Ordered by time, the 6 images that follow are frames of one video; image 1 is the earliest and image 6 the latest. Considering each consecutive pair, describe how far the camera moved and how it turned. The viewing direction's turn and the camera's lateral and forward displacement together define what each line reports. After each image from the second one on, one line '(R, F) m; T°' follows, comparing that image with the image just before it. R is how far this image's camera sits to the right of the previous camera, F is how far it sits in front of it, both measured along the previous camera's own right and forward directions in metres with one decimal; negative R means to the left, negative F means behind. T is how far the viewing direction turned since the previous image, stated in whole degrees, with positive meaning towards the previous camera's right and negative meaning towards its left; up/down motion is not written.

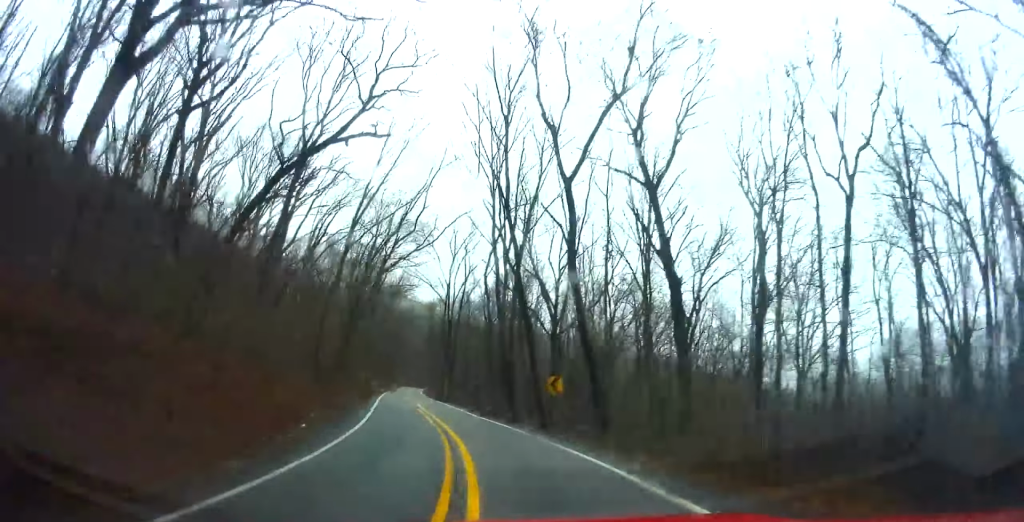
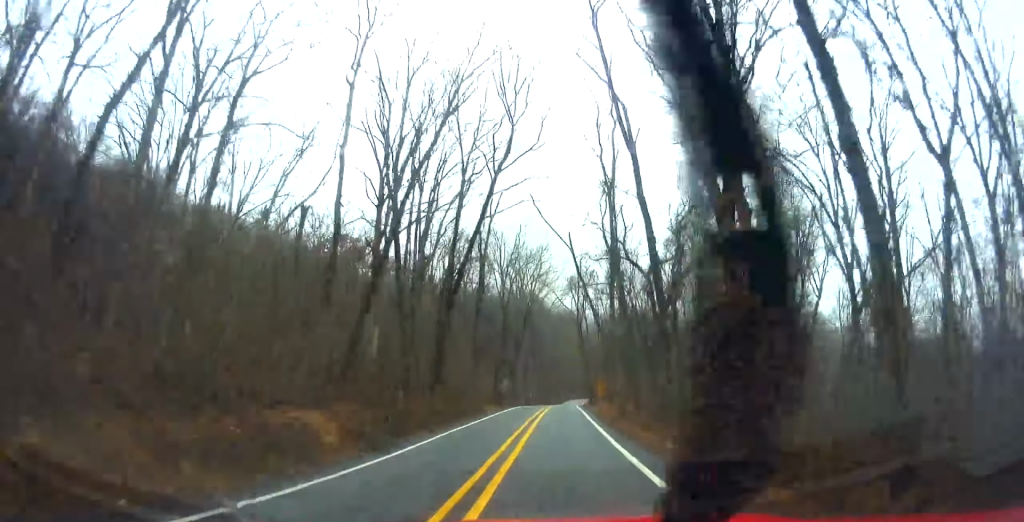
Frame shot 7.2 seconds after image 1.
(-37.8, +124.7) m; -23°
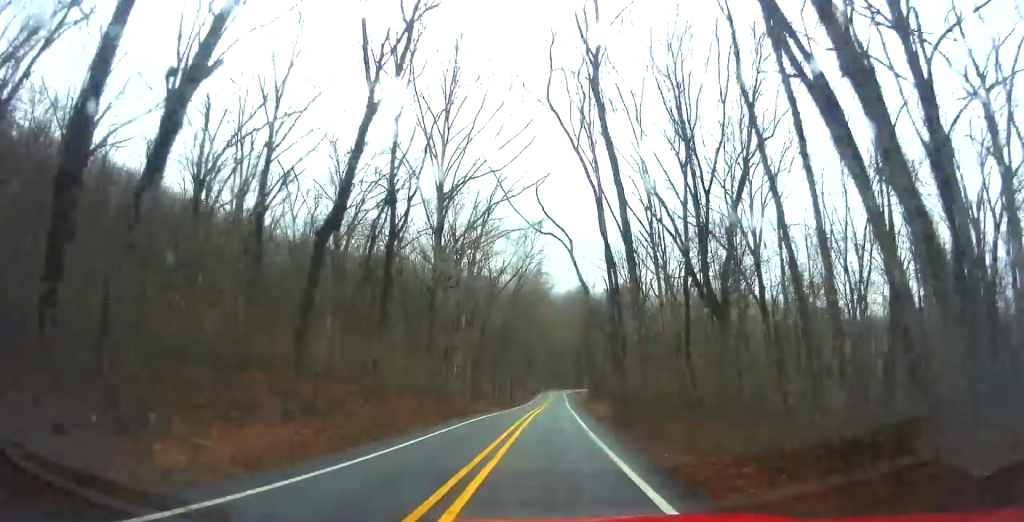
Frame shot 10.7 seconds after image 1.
(+0.4, +70.0) m; +2°
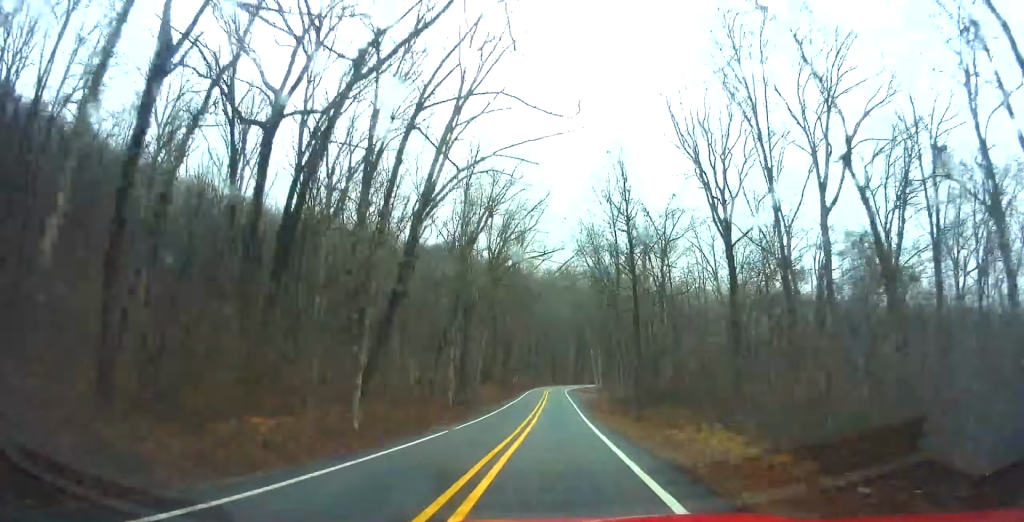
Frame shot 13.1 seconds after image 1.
(+1.5, +49.9) m; +1°
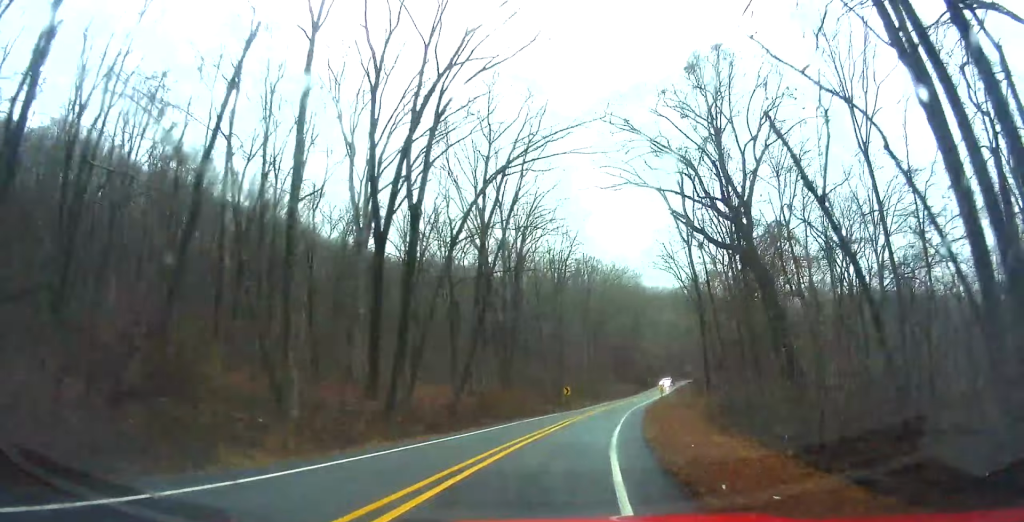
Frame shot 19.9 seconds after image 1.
(+4.6, +138.9) m; +10°
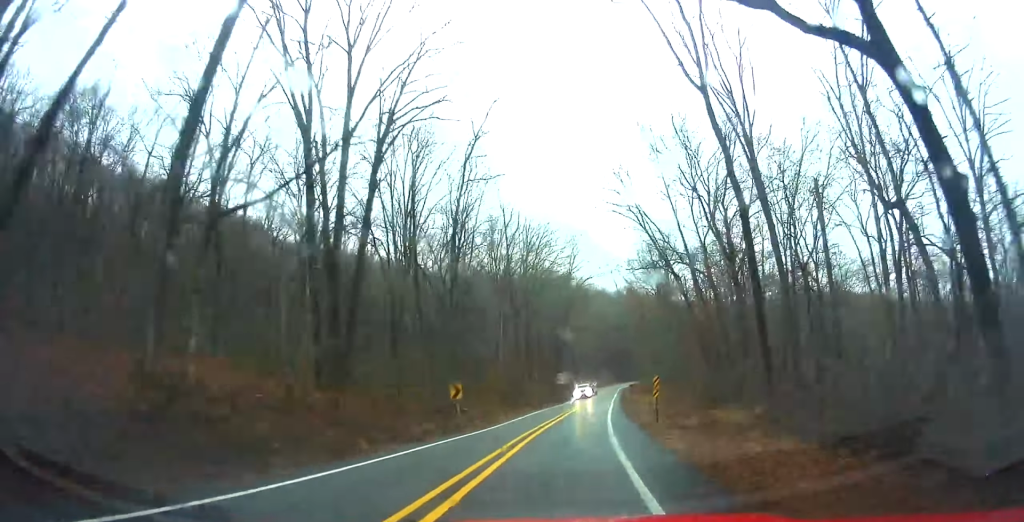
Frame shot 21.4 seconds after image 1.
(+2.7, +29.5) m; +7°
